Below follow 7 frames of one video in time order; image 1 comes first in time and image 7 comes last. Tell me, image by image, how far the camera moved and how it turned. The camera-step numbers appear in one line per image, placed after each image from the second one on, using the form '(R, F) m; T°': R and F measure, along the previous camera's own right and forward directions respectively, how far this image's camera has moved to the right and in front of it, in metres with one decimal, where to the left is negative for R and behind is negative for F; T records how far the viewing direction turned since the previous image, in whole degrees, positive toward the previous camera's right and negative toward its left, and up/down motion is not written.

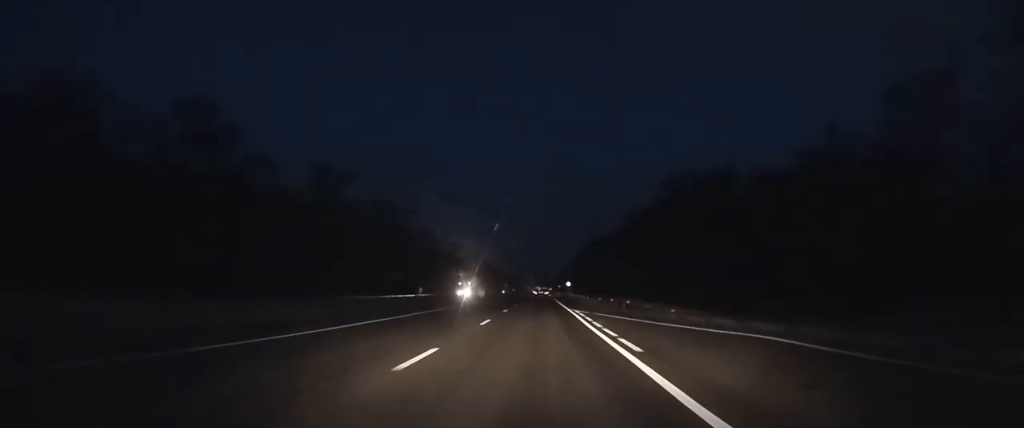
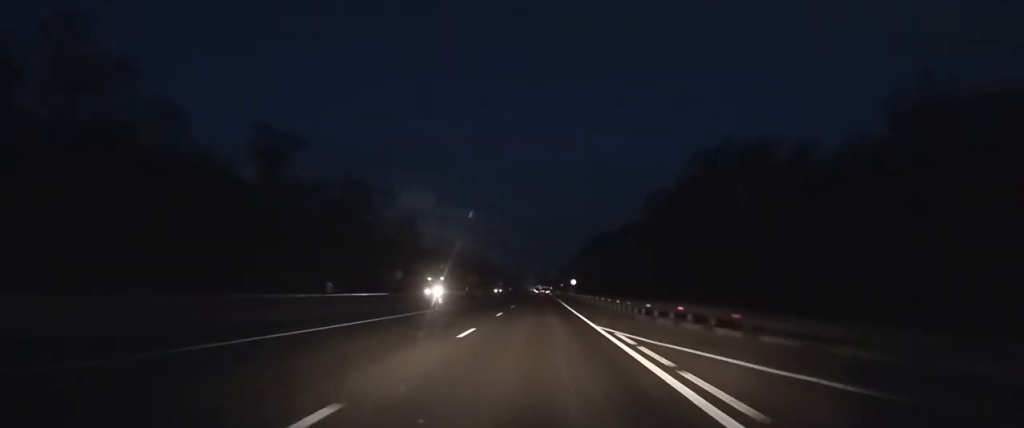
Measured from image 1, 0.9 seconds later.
(+0.1, +18.7) m; 0°
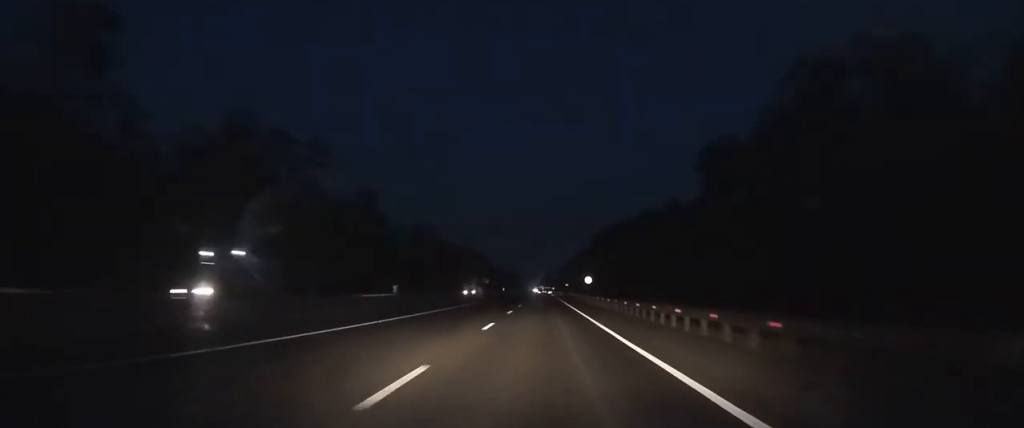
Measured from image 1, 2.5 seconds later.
(+0.1, +35.4) m; 0°
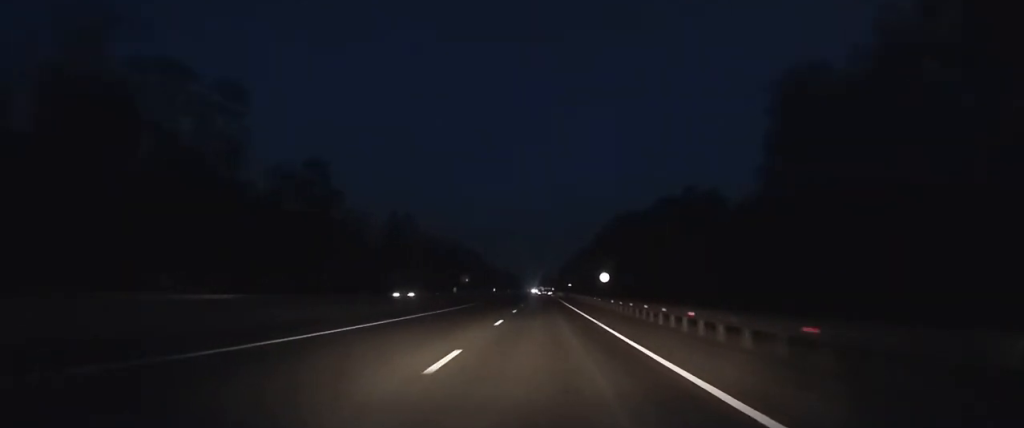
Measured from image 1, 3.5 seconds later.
(0.0, +22.2) m; 0°
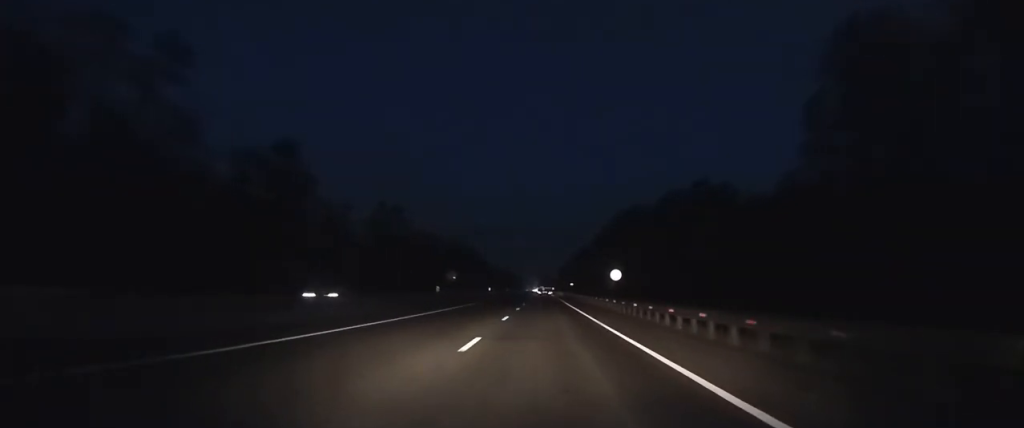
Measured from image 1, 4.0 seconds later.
(0.0, +9.4) m; 0°
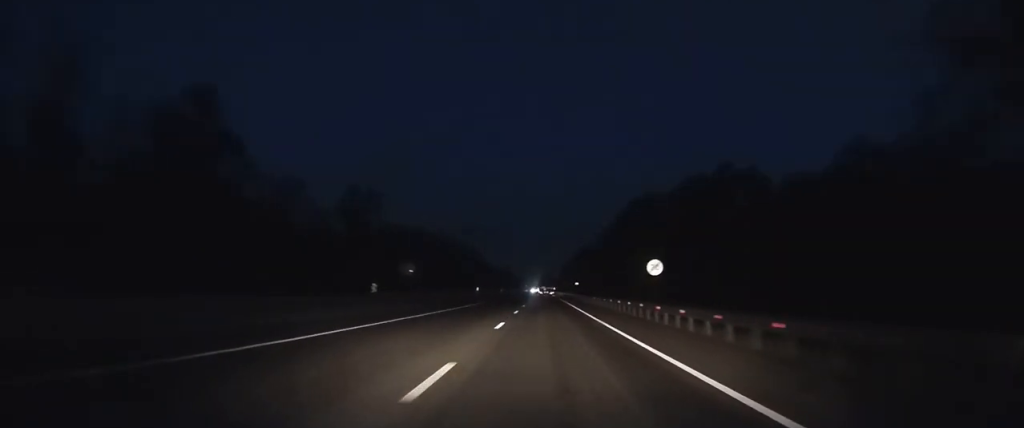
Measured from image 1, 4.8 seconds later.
(0.0, +20.1) m; 0°
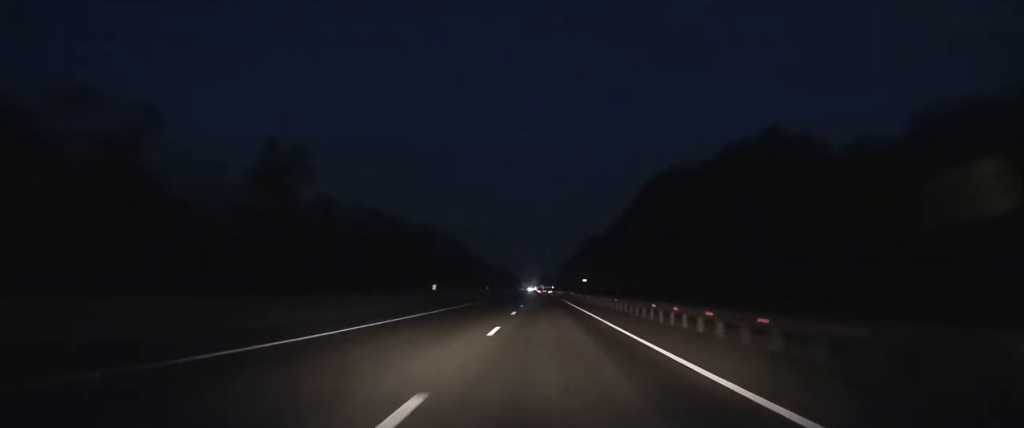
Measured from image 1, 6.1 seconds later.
(0.0, +30.2) m; 0°
